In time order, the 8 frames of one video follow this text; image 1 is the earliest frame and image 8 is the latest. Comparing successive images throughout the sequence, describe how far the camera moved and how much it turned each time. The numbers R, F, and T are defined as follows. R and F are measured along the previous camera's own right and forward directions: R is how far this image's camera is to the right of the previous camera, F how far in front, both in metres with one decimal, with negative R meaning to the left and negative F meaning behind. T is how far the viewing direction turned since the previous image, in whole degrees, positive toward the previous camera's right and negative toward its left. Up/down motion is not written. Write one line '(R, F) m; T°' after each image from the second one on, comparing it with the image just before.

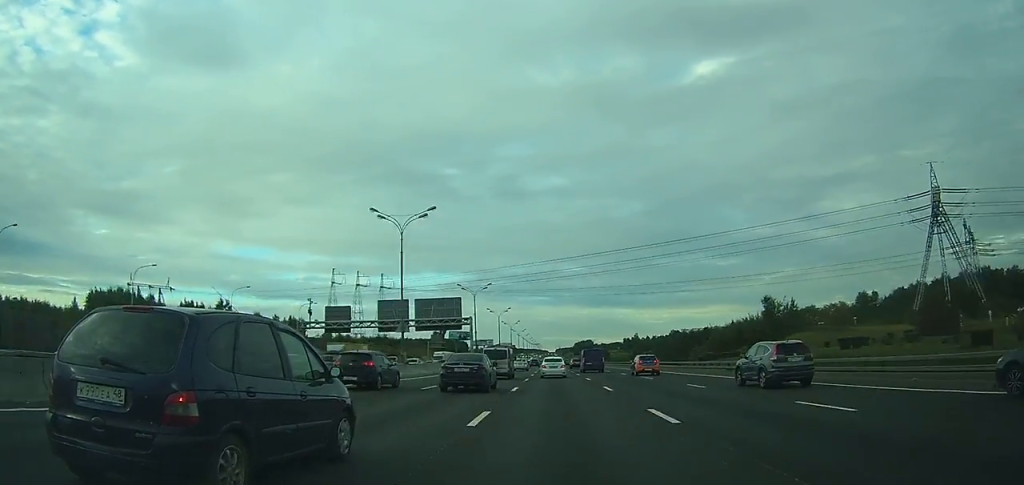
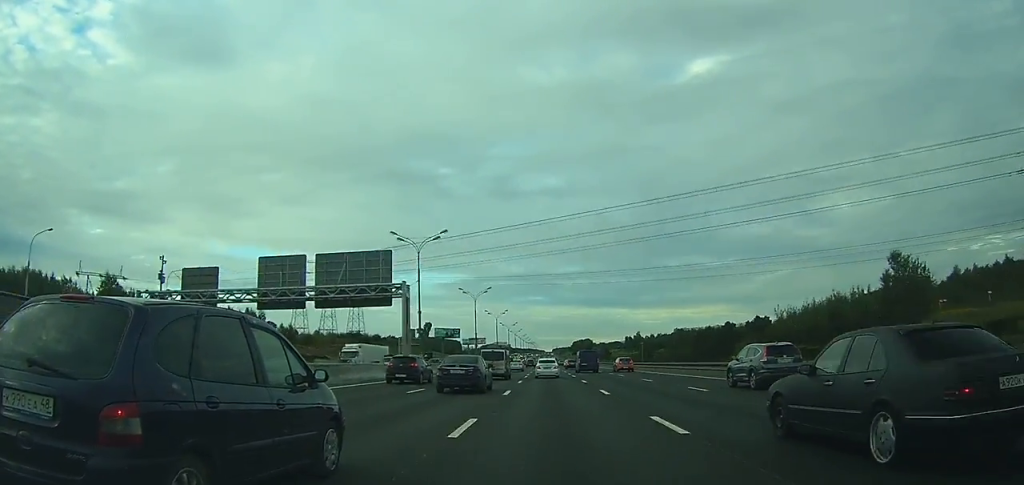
(0.0, +35.9) m; 0°
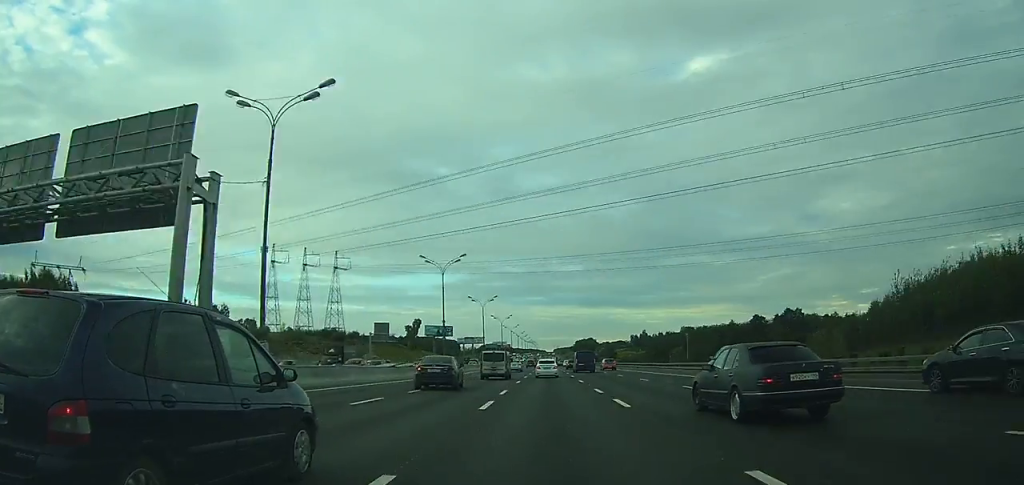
(+0.1, +30.8) m; 0°
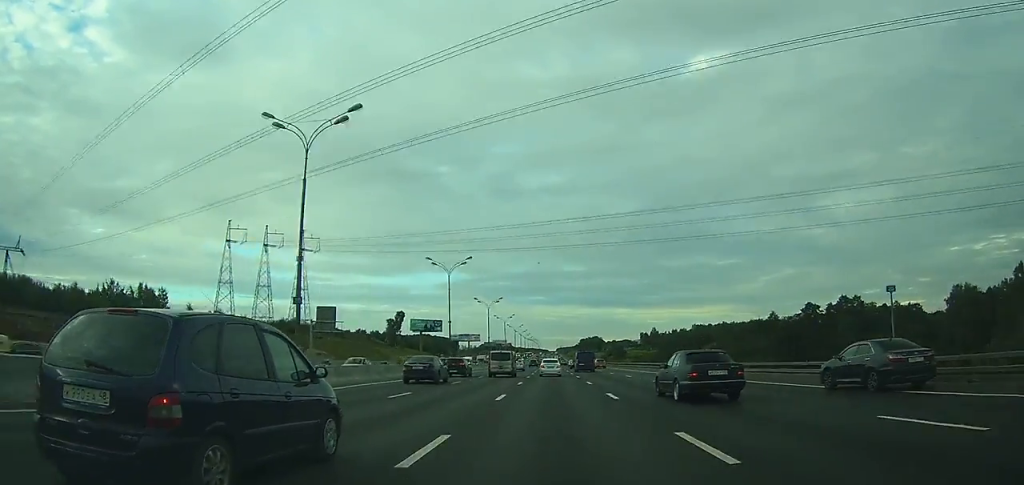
(0.0, +40.7) m; 0°
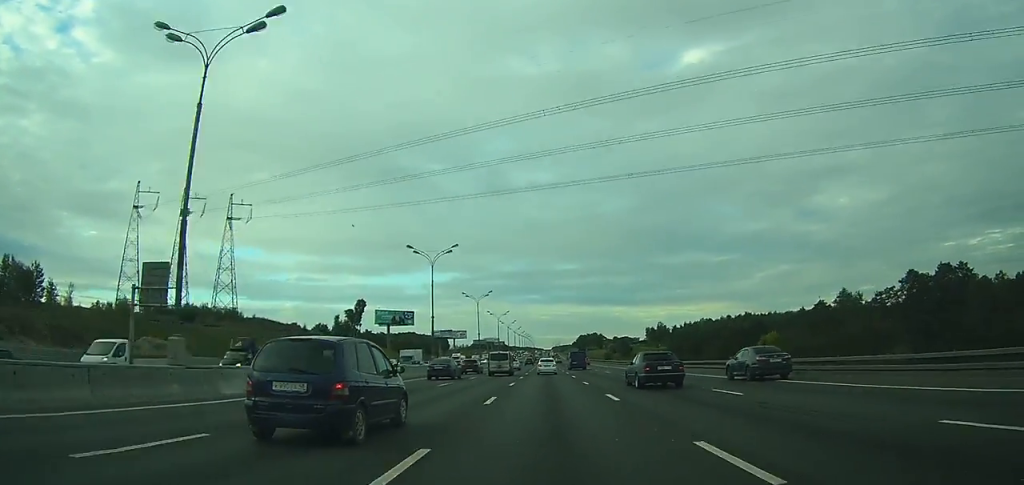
(-0.1, +50.7) m; 0°
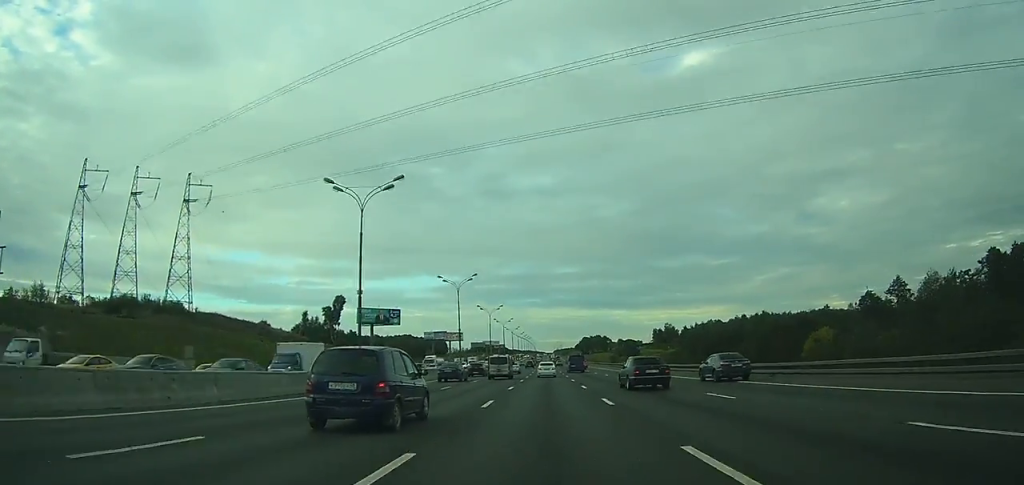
(+0.1, +23.0) m; 0°
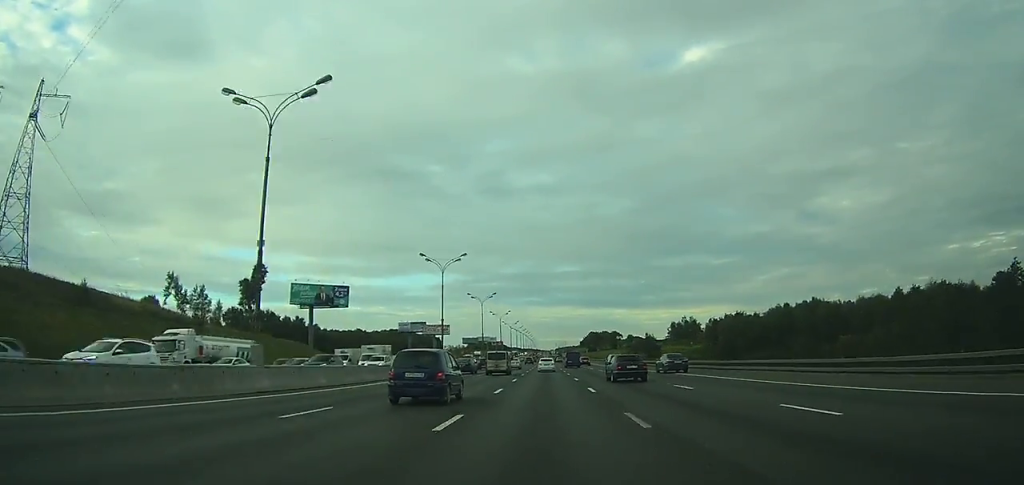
(+0.2, +53.2) m; 0°
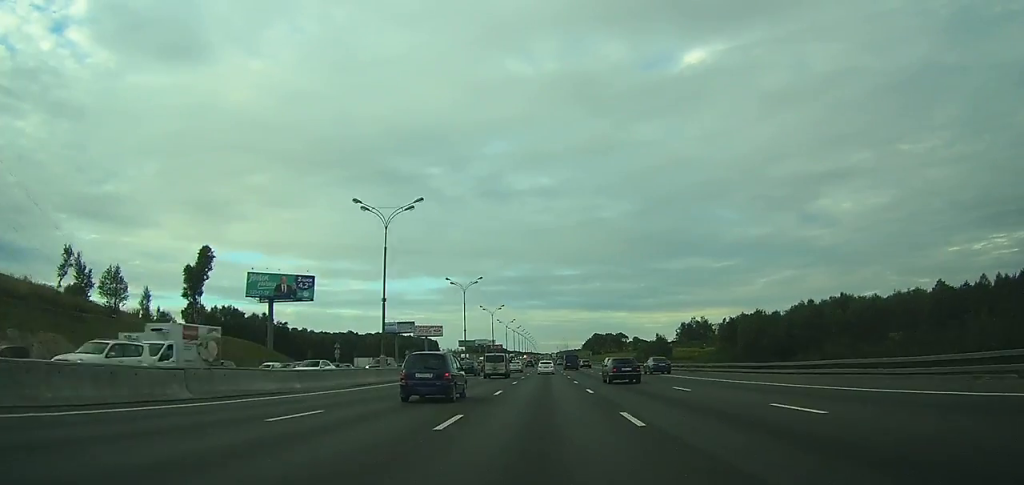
(0.0, +24.6) m; 0°
